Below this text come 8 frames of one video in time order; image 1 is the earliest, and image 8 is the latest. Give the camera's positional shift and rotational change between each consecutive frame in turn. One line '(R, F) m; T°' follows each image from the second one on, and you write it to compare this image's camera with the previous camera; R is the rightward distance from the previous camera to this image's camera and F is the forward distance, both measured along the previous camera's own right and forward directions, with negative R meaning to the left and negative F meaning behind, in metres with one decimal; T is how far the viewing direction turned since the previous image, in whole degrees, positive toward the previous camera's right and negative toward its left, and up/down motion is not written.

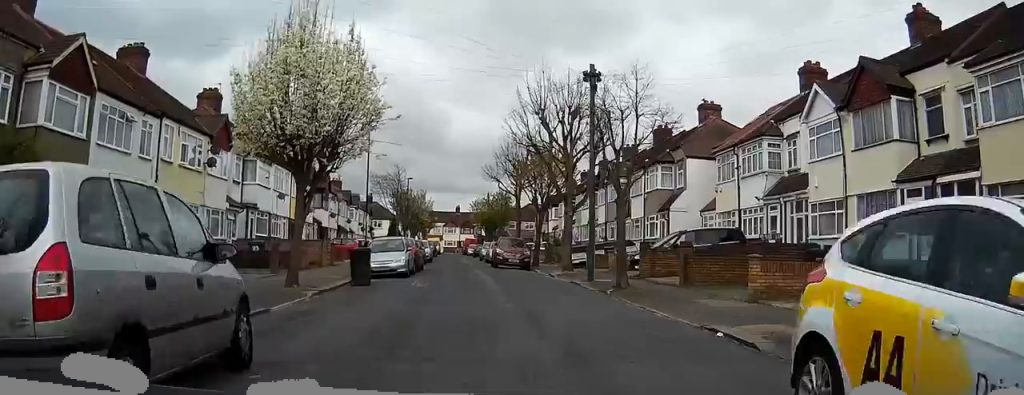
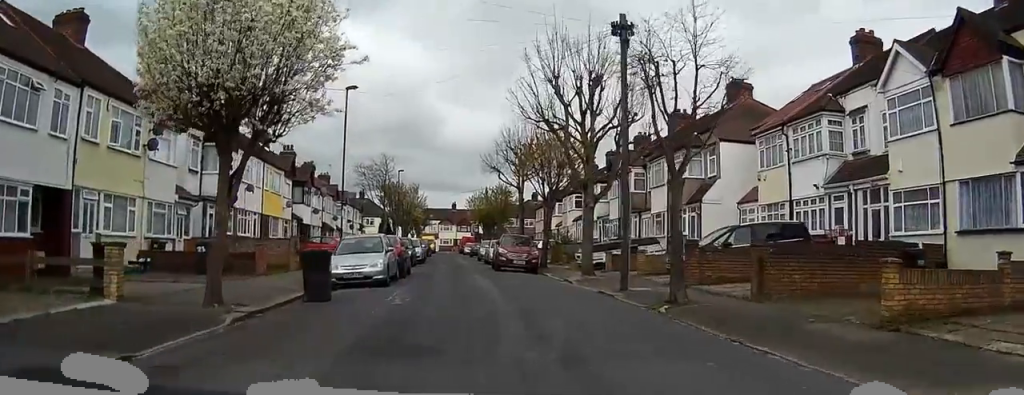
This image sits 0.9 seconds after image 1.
(+0.2, +5.9) m; +3°
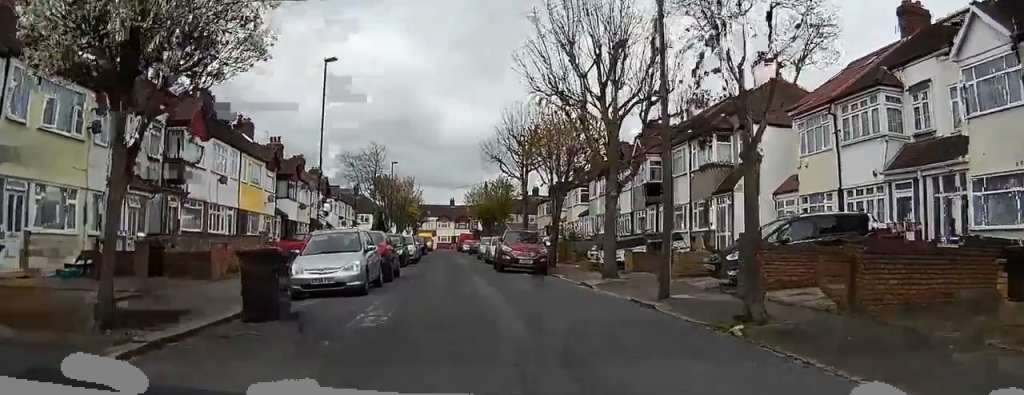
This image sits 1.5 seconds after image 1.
(+0.1, +4.3) m; +2°
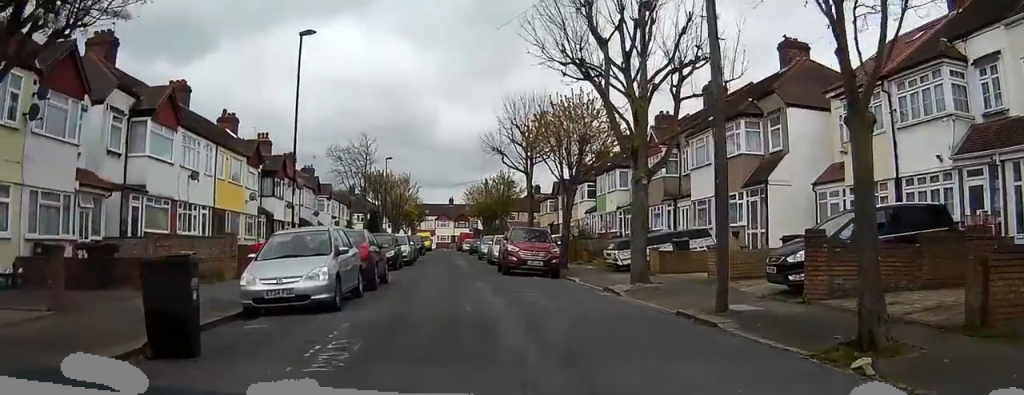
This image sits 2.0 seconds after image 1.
(0.0, +3.4) m; +1°
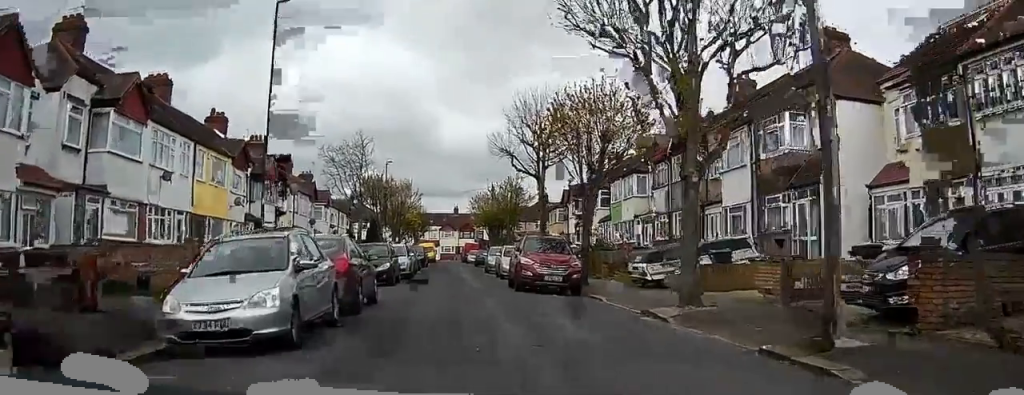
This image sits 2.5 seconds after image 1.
(+0.1, +3.7) m; +1°
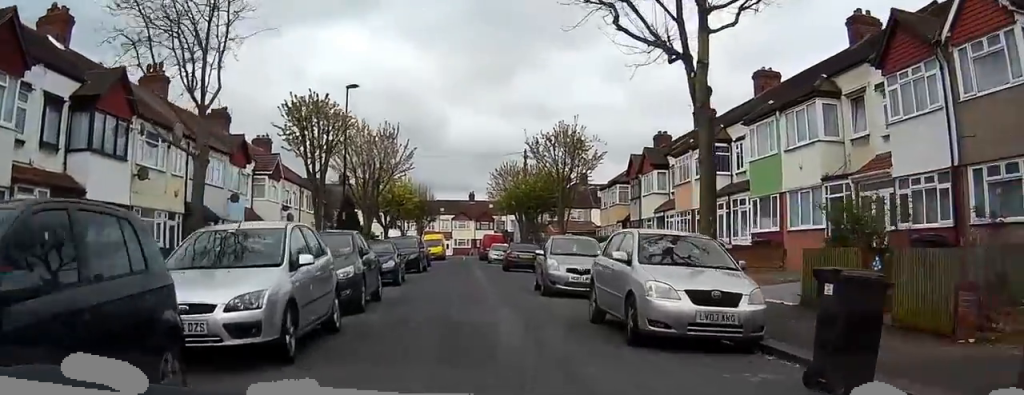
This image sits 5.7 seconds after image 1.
(+0.5, +22.6) m; +1°
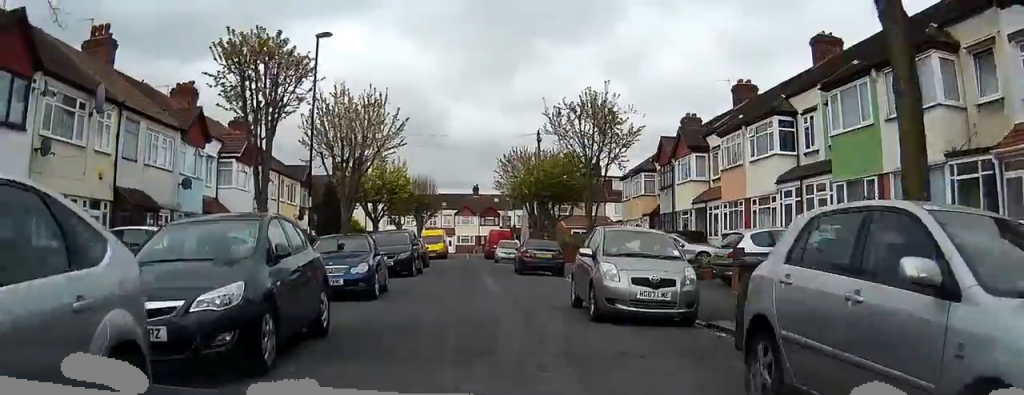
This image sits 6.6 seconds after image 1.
(-0.1, +6.5) m; -2°
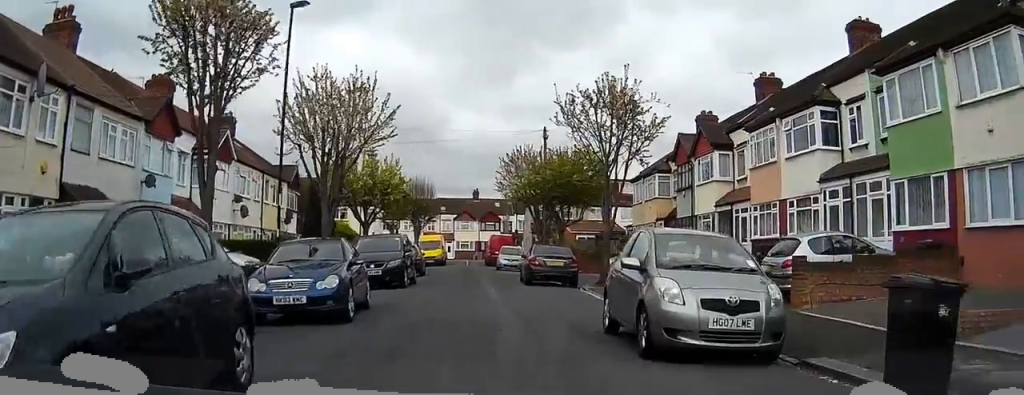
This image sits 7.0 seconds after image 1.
(-0.1, +3.4) m; -1°
